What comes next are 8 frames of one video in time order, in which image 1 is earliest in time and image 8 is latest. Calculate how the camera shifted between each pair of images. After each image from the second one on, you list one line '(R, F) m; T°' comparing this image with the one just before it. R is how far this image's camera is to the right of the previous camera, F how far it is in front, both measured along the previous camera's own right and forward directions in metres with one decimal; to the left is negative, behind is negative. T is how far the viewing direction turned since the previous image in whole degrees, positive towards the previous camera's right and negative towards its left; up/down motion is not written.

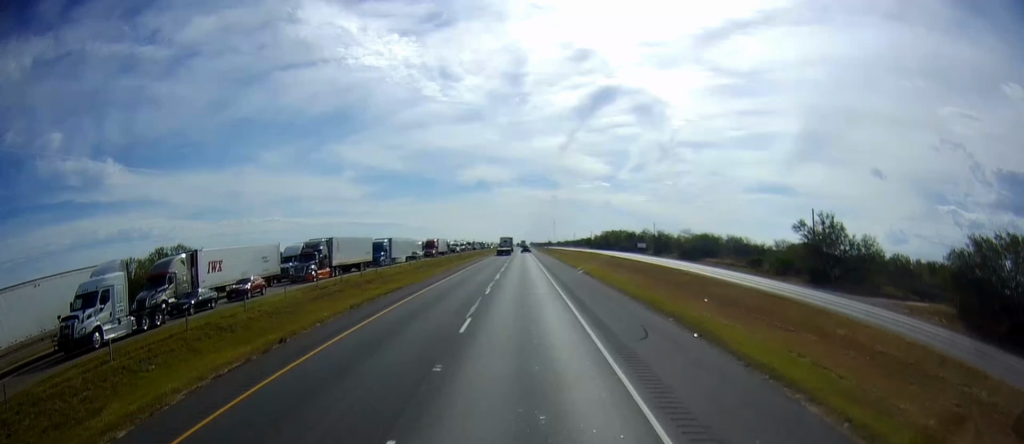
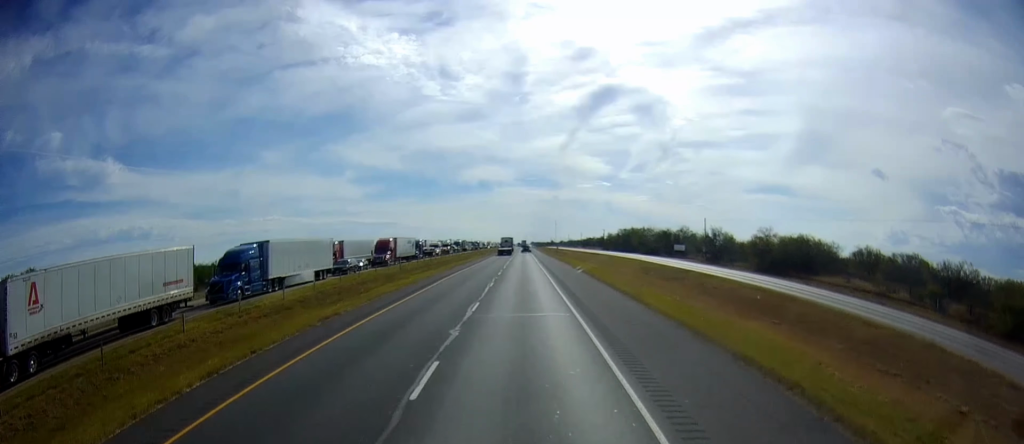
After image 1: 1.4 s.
(-0.2, +43.3) m; -1°
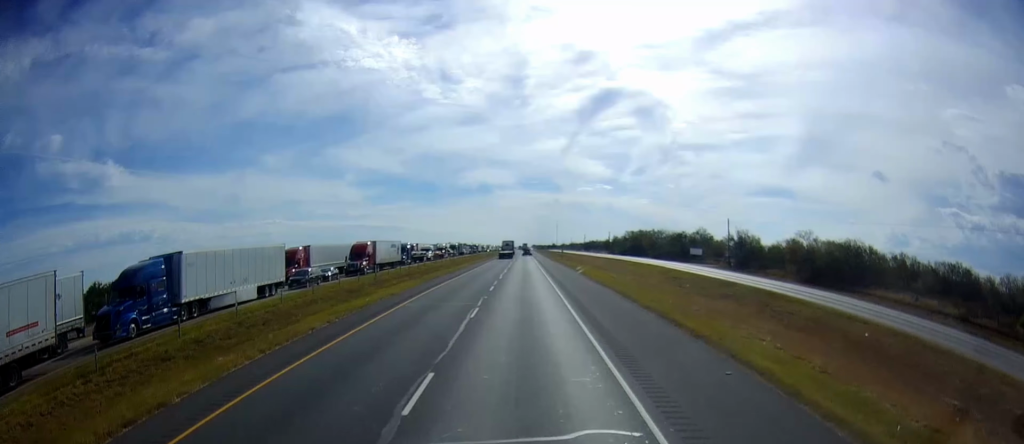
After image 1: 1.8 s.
(-0.1, +12.8) m; 0°
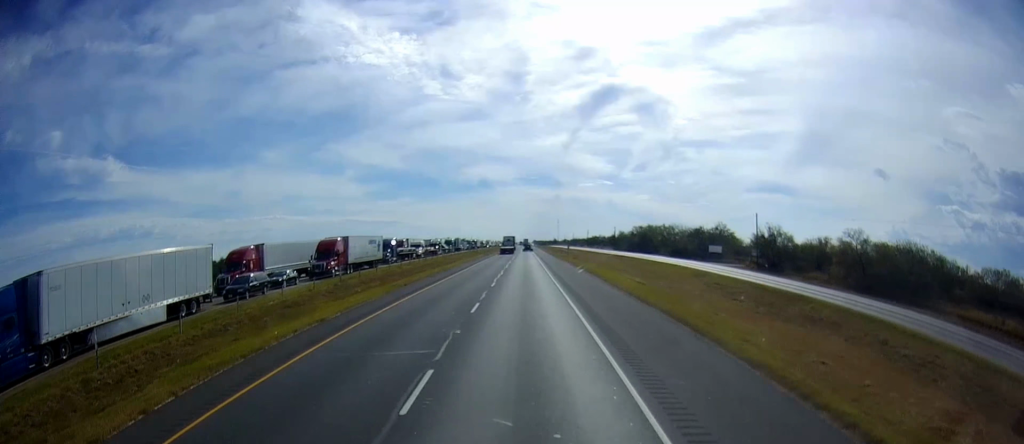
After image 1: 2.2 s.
(-0.1, +12.2) m; 0°
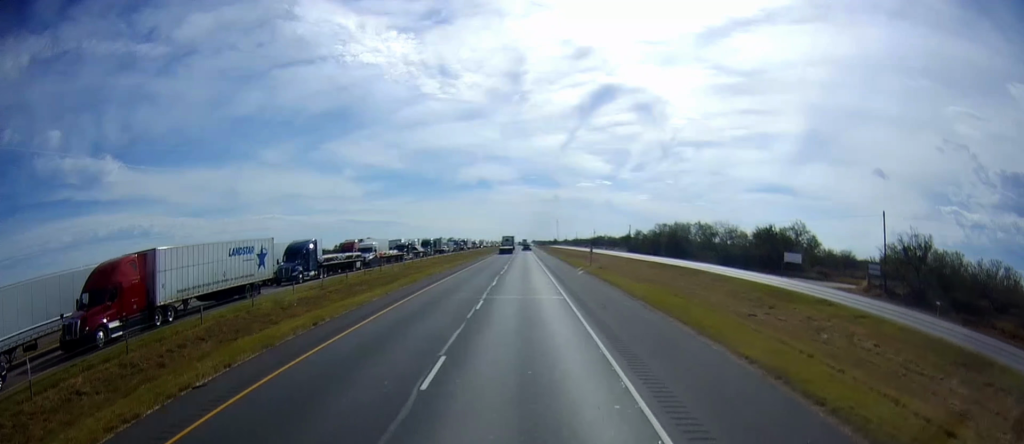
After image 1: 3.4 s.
(+0.1, +34.6) m; 0°
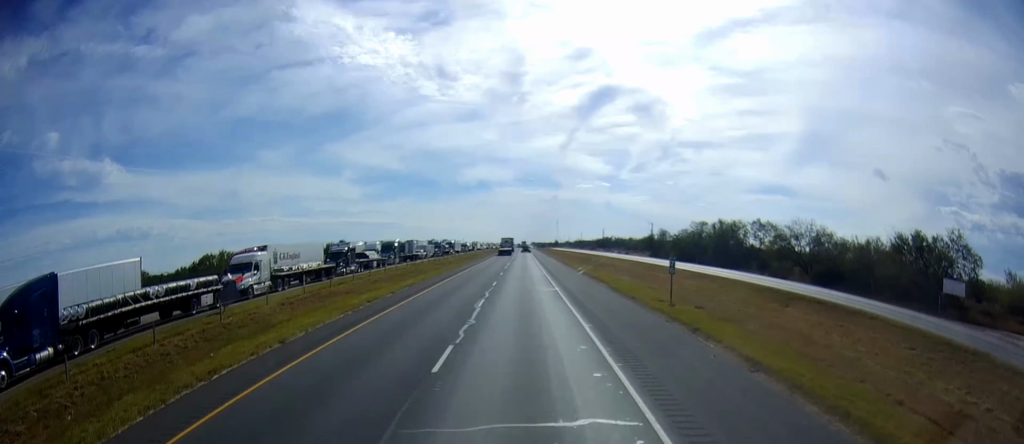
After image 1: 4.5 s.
(0.0, +34.5) m; 0°
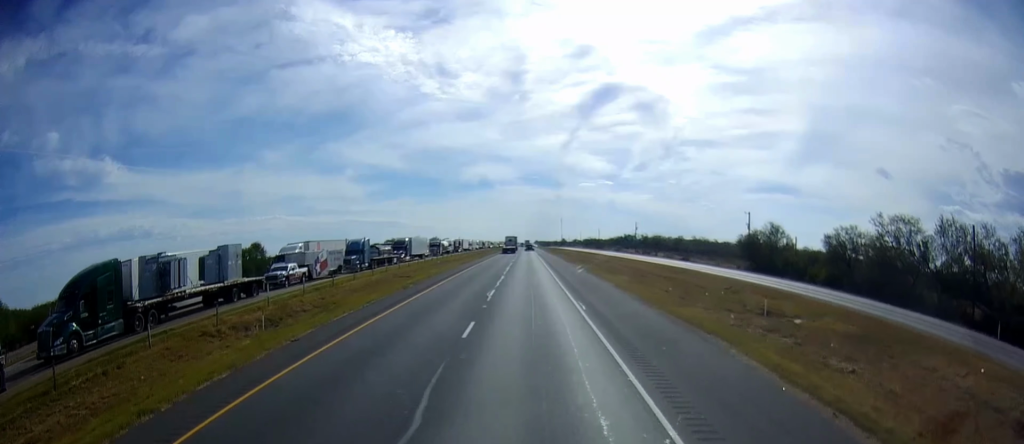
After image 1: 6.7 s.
(+0.4, +68.4) m; +1°
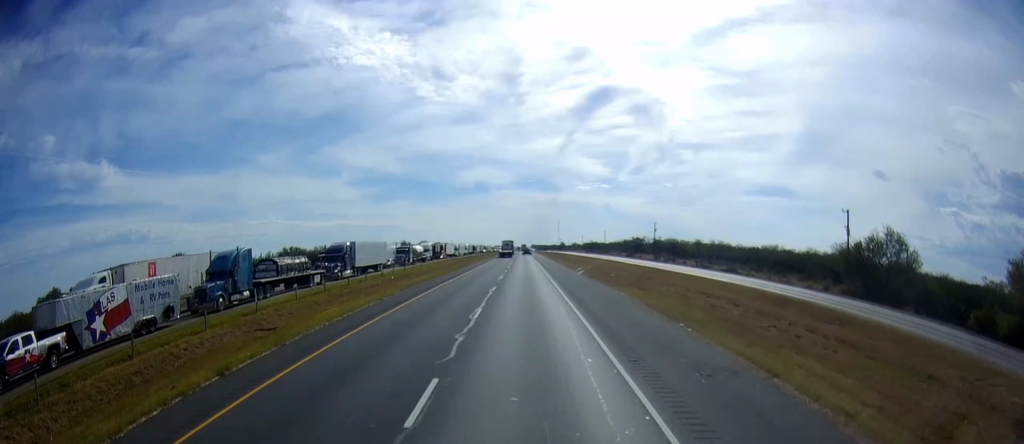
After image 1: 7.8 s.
(0.0, +31.7) m; 0°
